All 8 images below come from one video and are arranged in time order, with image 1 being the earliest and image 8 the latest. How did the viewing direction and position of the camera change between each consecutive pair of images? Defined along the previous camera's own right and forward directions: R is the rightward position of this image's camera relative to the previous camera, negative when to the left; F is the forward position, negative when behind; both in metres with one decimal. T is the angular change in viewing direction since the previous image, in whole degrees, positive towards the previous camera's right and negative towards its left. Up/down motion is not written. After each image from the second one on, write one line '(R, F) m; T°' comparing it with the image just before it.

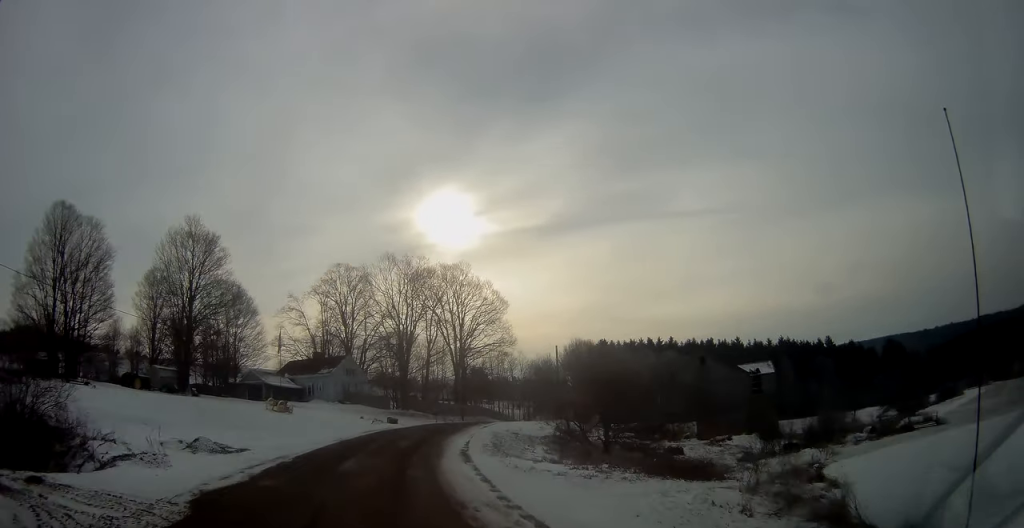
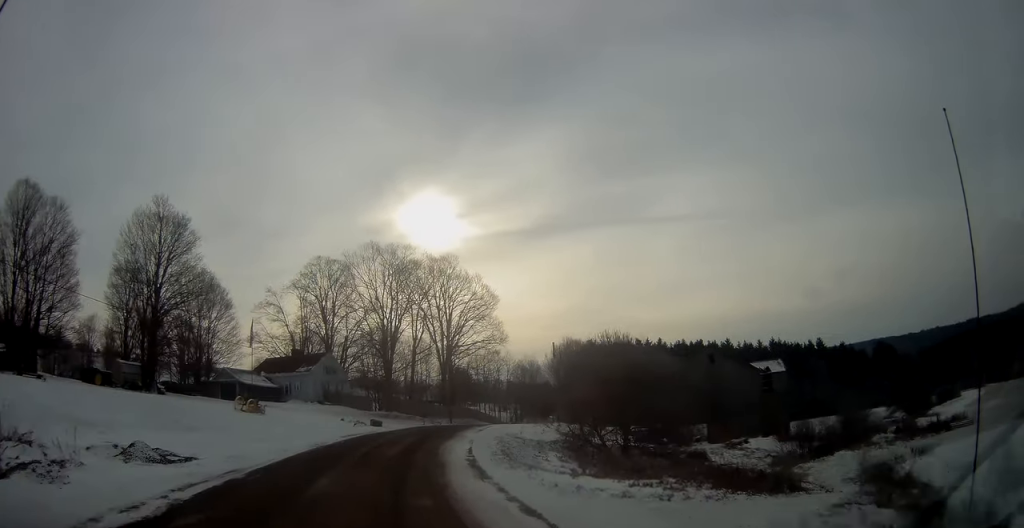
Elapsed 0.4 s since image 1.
(0.0, +5.8) m; +2°
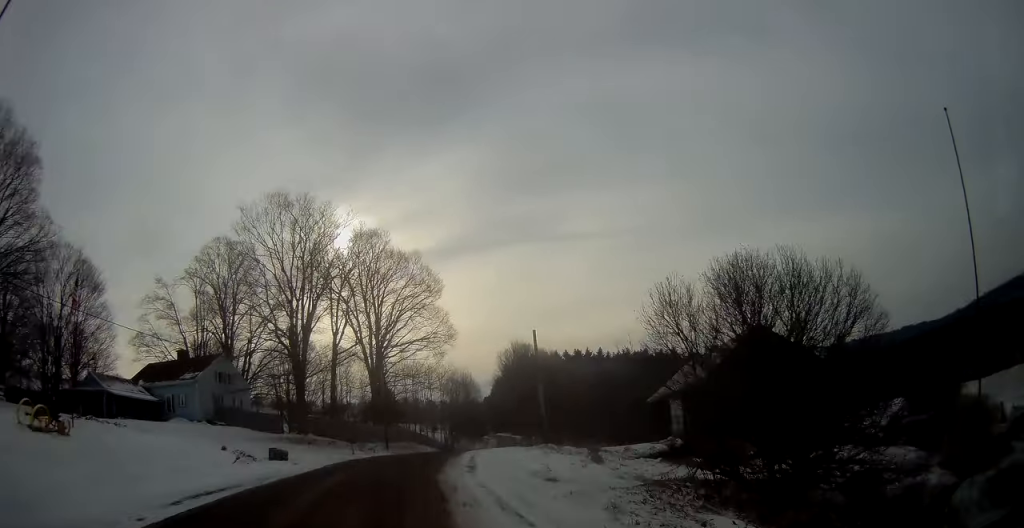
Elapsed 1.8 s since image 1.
(+1.4, +20.9) m; +9°
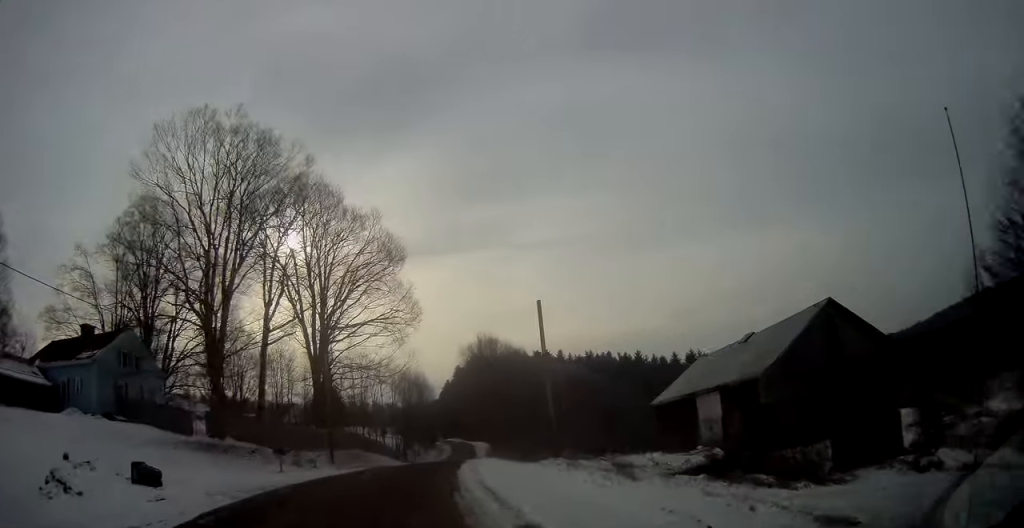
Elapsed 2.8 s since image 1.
(+0.8, +13.7) m; +6°
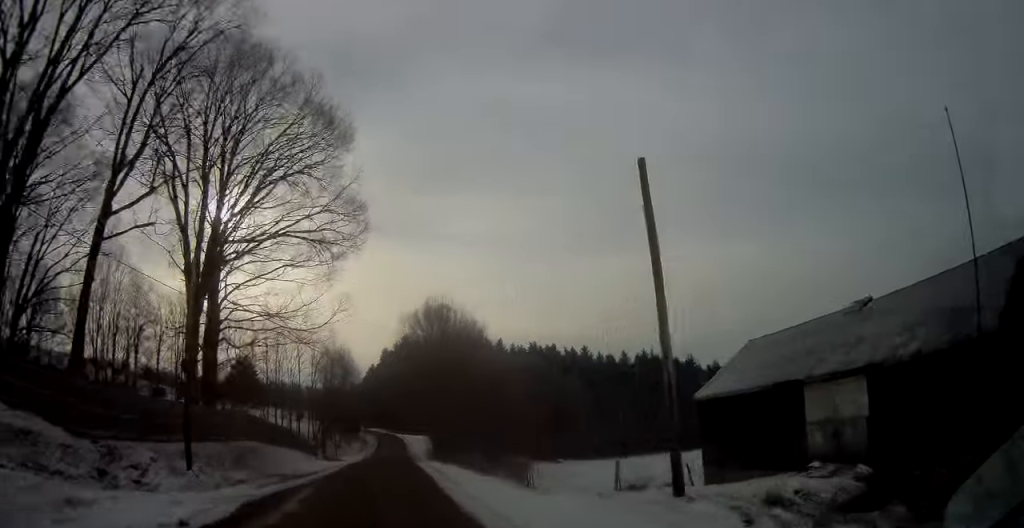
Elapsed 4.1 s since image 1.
(+1.4, +20.0) m; +7°
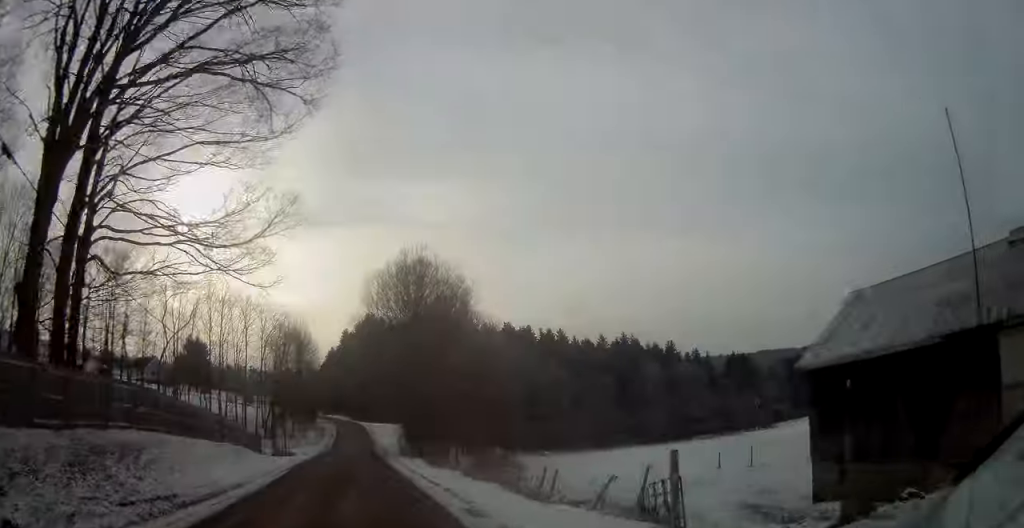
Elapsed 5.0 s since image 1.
(+0.5, +14.4) m; +2°
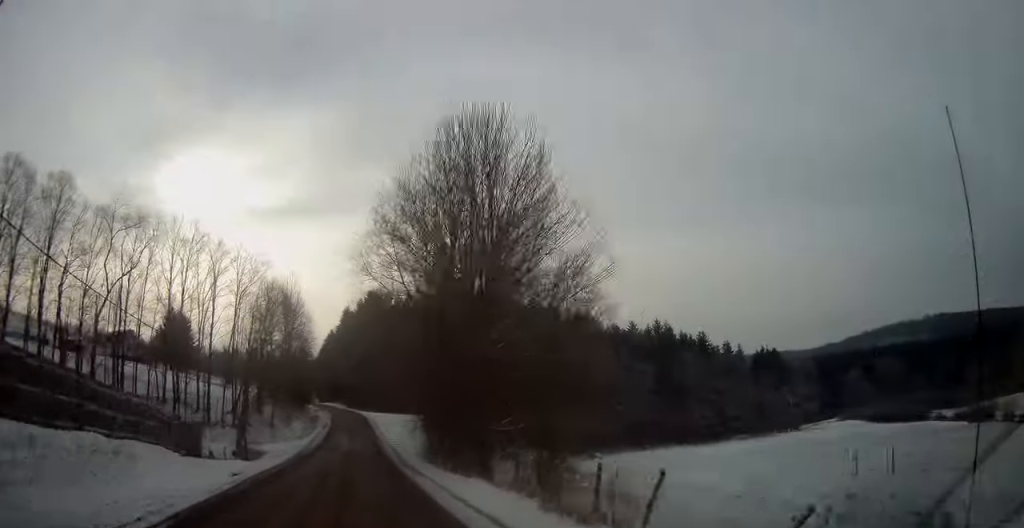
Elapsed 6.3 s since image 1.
(0.0, +19.5) m; 0°
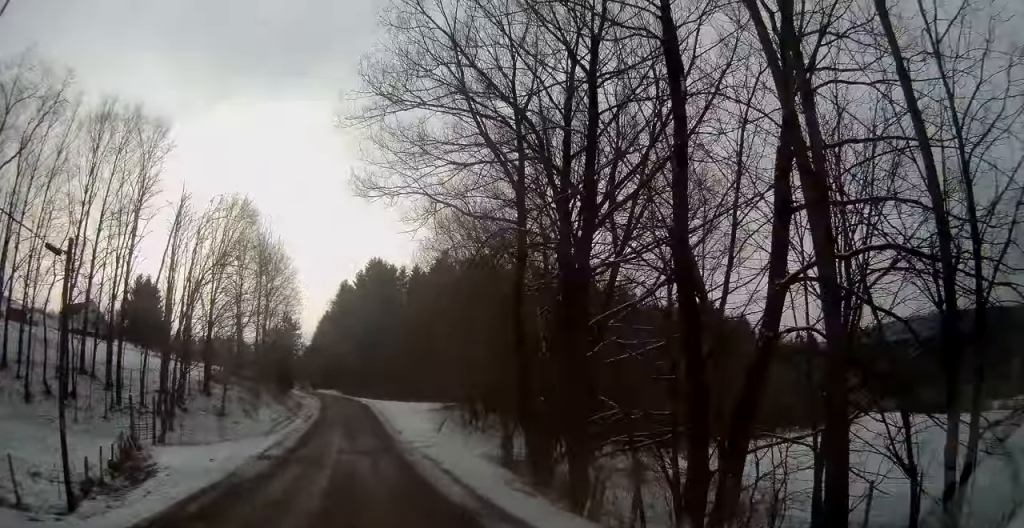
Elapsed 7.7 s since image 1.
(+0.2, +22.8) m; 0°
